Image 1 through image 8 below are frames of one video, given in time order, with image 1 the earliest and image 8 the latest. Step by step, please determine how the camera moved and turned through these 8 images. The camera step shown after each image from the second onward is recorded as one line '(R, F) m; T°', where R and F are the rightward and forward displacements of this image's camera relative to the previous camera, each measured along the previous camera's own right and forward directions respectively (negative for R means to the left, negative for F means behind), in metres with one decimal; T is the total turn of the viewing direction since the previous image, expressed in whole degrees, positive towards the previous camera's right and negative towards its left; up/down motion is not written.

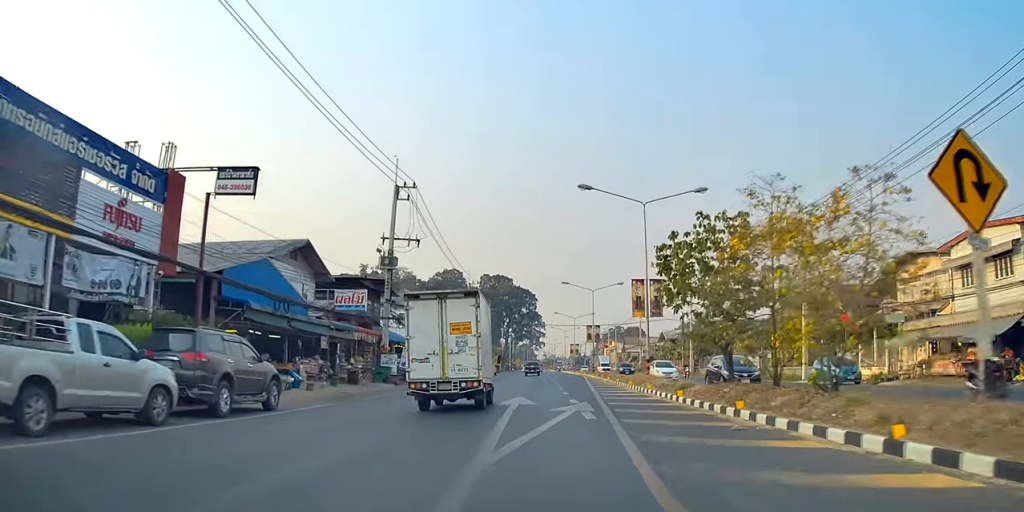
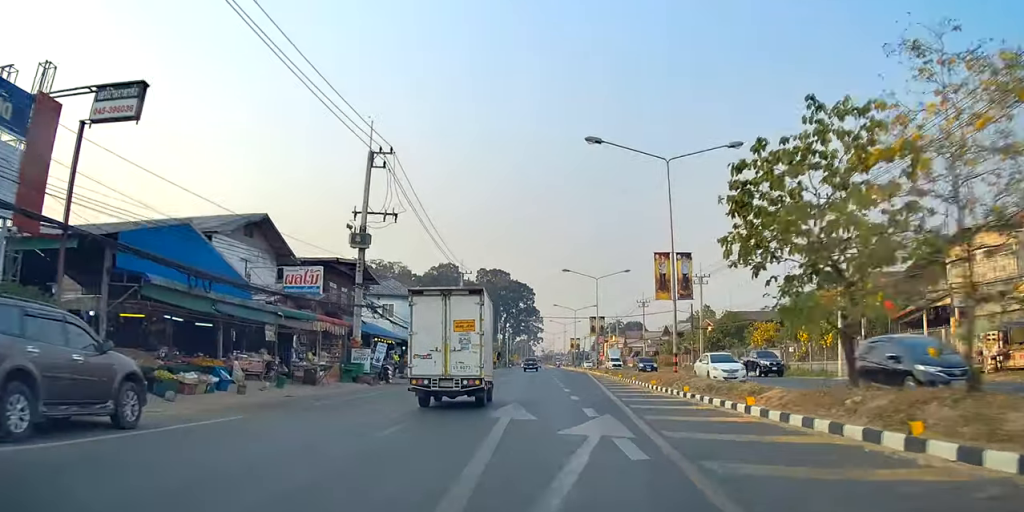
(0.0, +6.3) m; 0°
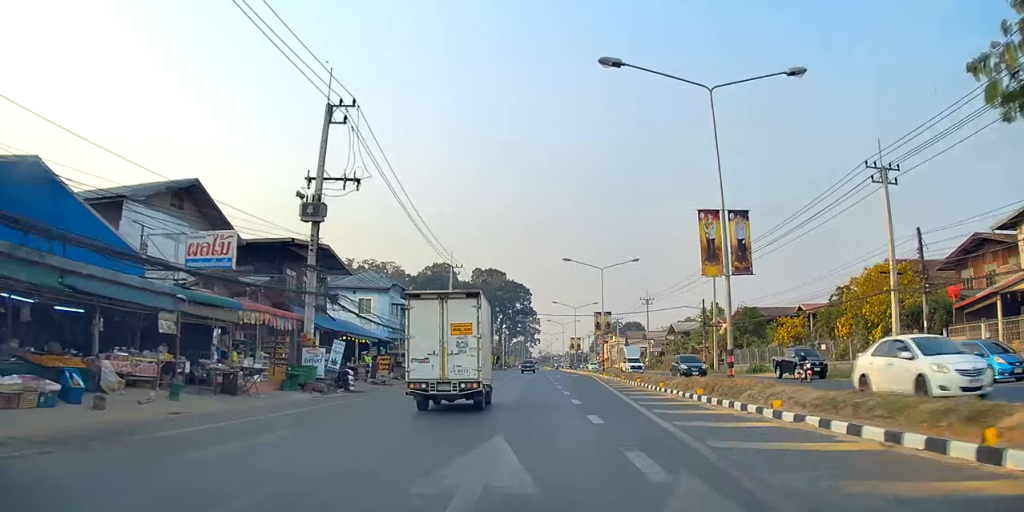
(0.0, +6.9) m; 0°
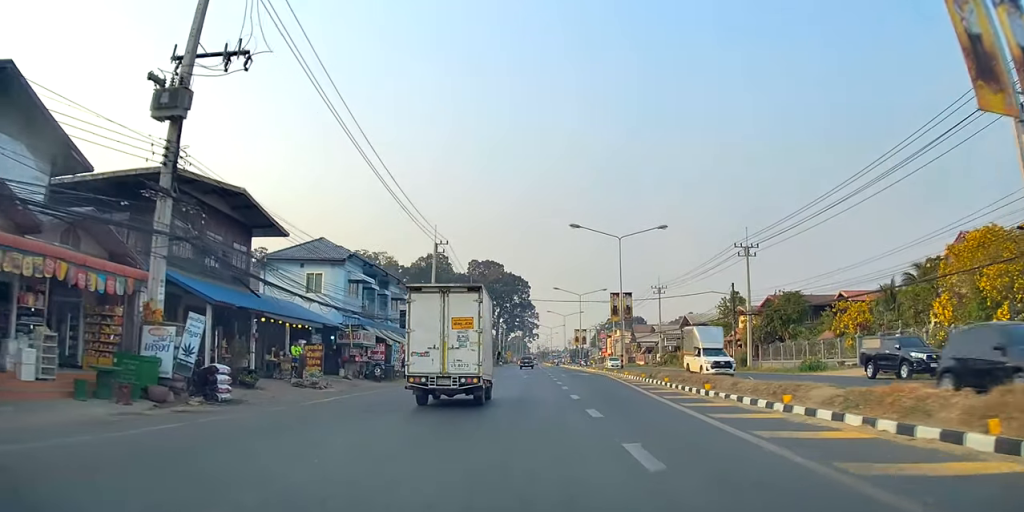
(0.0, +12.2) m; 0°
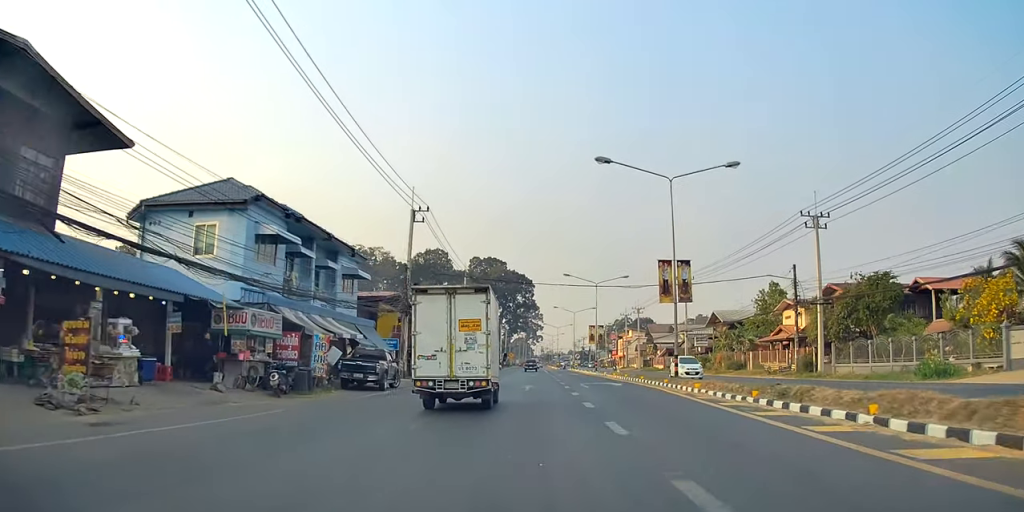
(0.0, +14.5) m; 0°
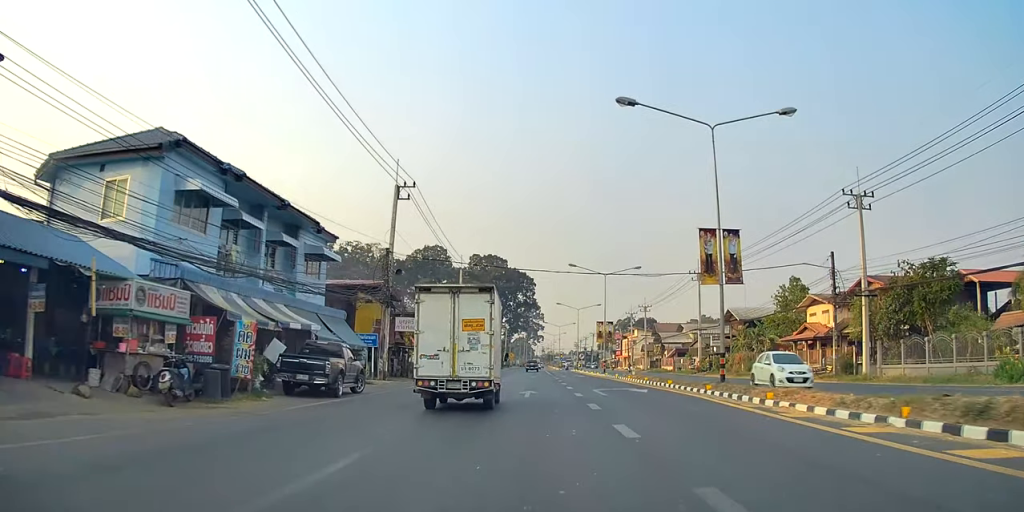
(0.0, +6.6) m; 0°
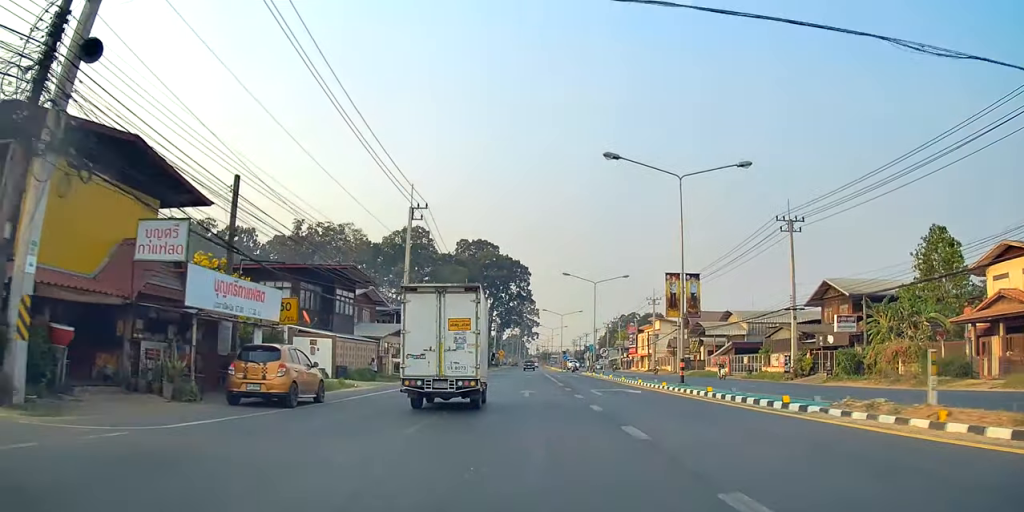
(+0.1, +31.5) m; 0°
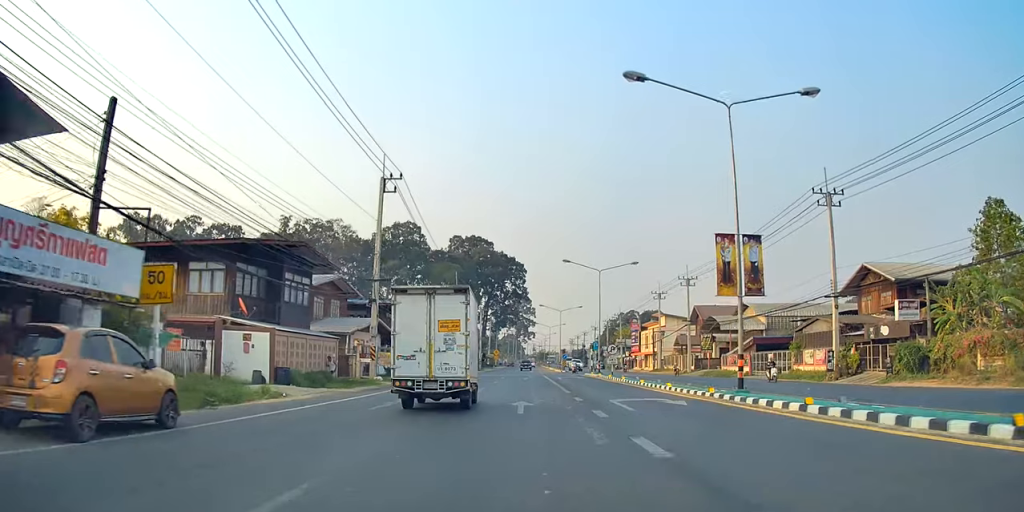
(+0.1, +7.8) m; 0°
